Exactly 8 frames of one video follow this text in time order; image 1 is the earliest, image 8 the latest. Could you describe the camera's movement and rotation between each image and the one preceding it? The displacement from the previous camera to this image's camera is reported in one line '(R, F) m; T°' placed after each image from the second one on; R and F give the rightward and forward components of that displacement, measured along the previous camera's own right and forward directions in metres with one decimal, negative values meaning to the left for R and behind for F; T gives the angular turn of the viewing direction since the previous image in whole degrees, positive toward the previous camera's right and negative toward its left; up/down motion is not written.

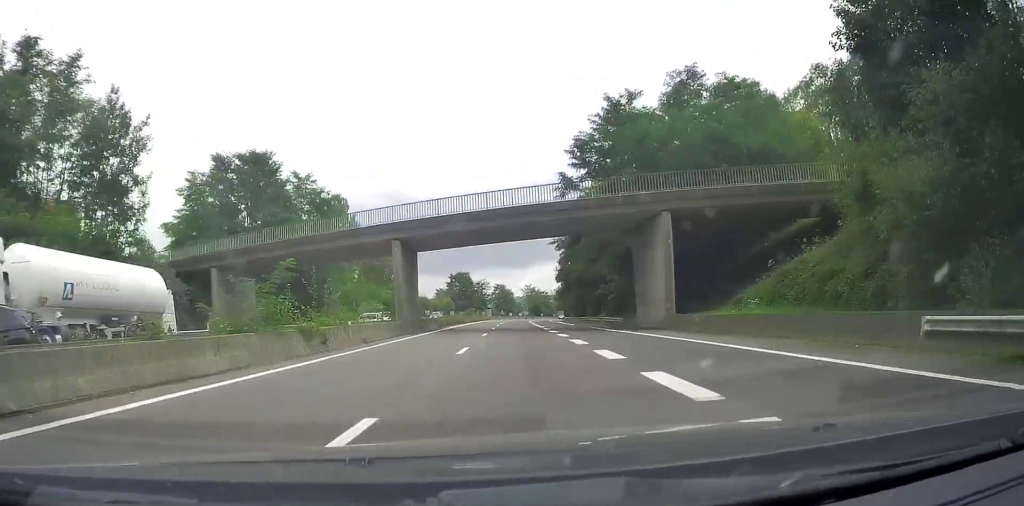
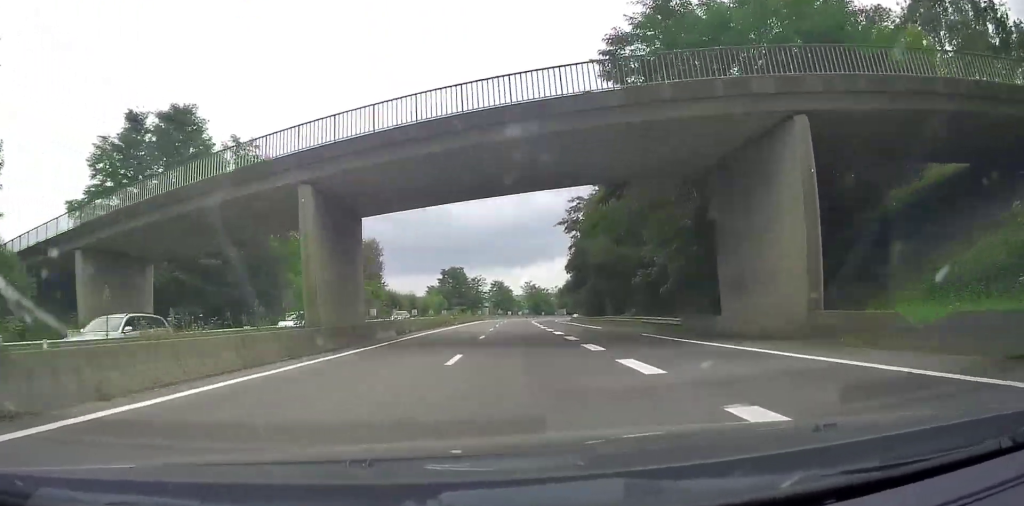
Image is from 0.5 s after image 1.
(-0.2, +16.3) m; 0°
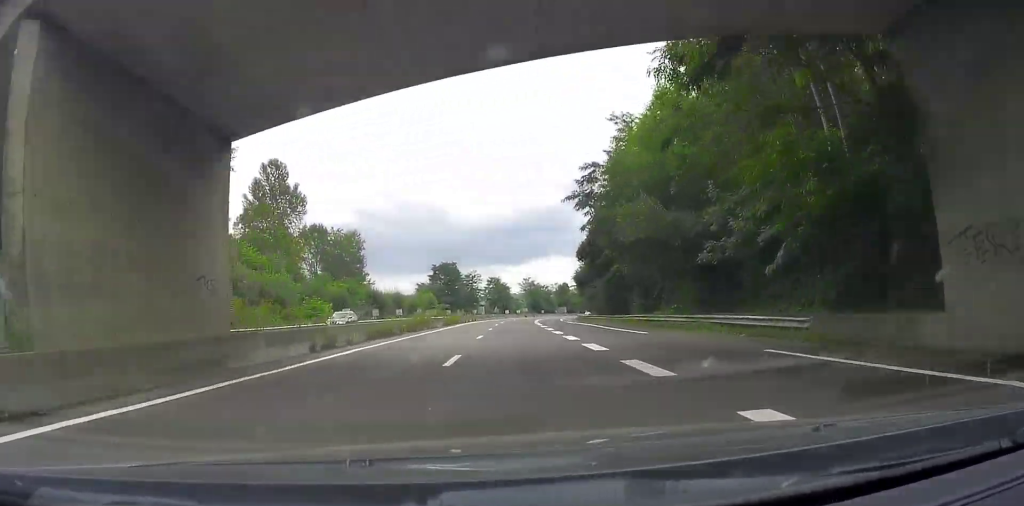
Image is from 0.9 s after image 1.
(-0.2, +13.6) m; 0°
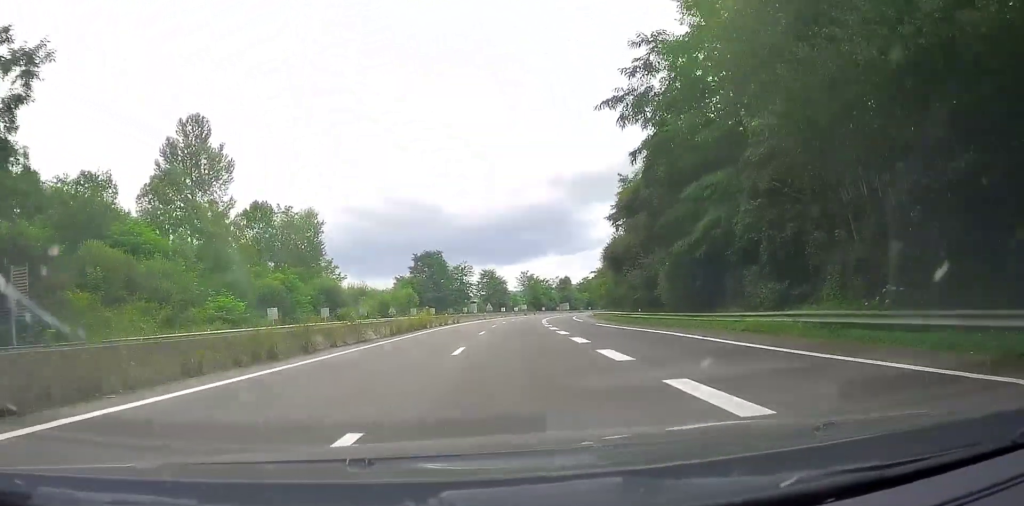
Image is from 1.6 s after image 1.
(+0.3, +23.4) m; +1°
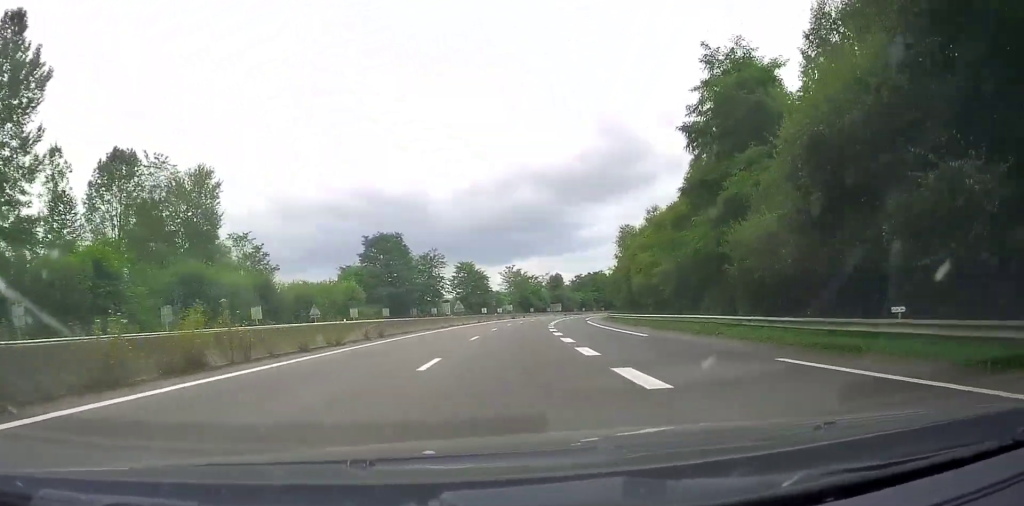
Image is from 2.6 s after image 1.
(+0.2, +30.3) m; +1°
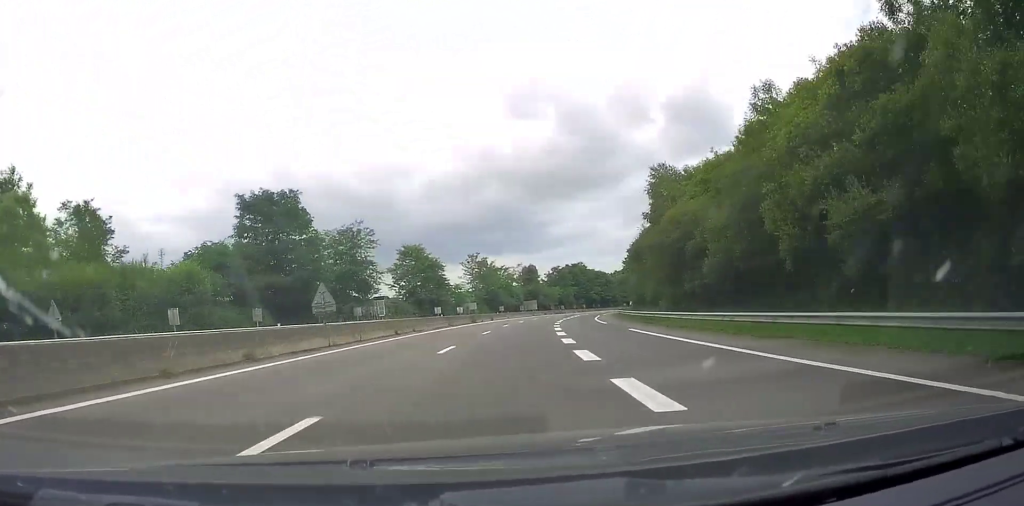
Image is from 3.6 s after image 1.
(+0.7, +34.6) m; +3°
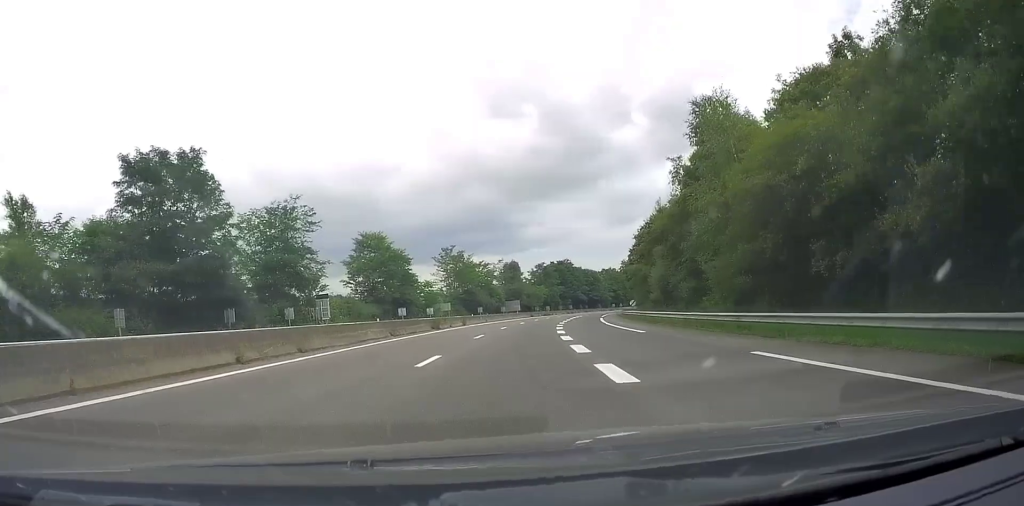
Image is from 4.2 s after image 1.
(+0.2, +16.8) m; +2°
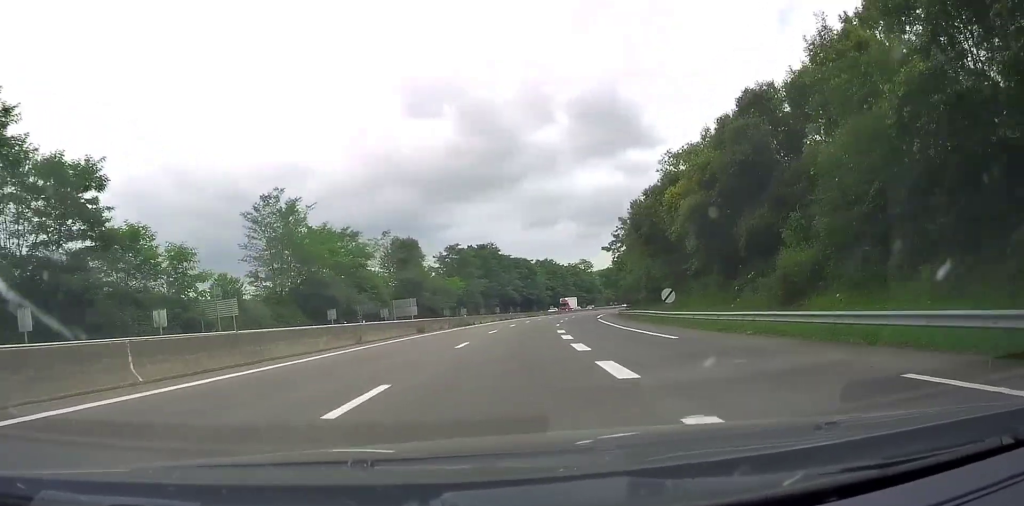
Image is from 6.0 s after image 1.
(+3.9, +57.9) m; +8°
